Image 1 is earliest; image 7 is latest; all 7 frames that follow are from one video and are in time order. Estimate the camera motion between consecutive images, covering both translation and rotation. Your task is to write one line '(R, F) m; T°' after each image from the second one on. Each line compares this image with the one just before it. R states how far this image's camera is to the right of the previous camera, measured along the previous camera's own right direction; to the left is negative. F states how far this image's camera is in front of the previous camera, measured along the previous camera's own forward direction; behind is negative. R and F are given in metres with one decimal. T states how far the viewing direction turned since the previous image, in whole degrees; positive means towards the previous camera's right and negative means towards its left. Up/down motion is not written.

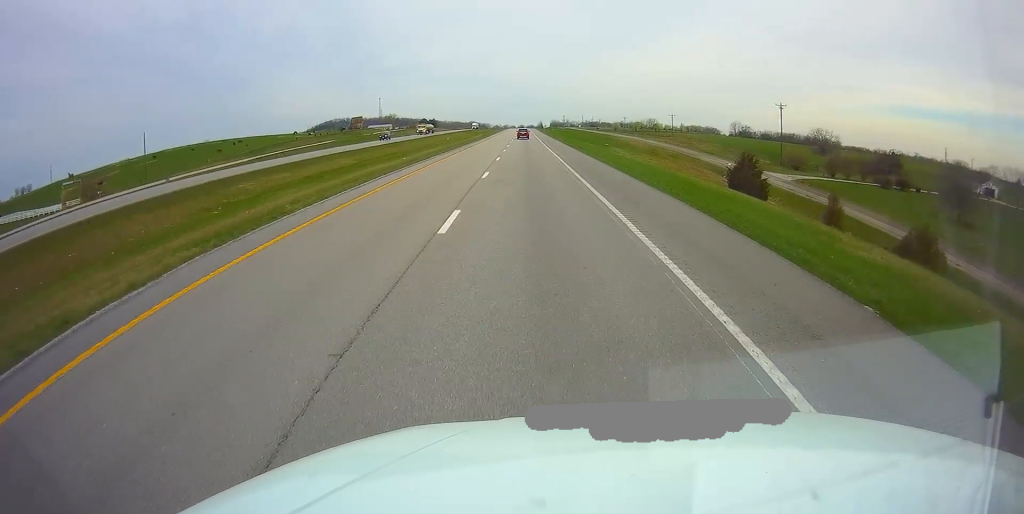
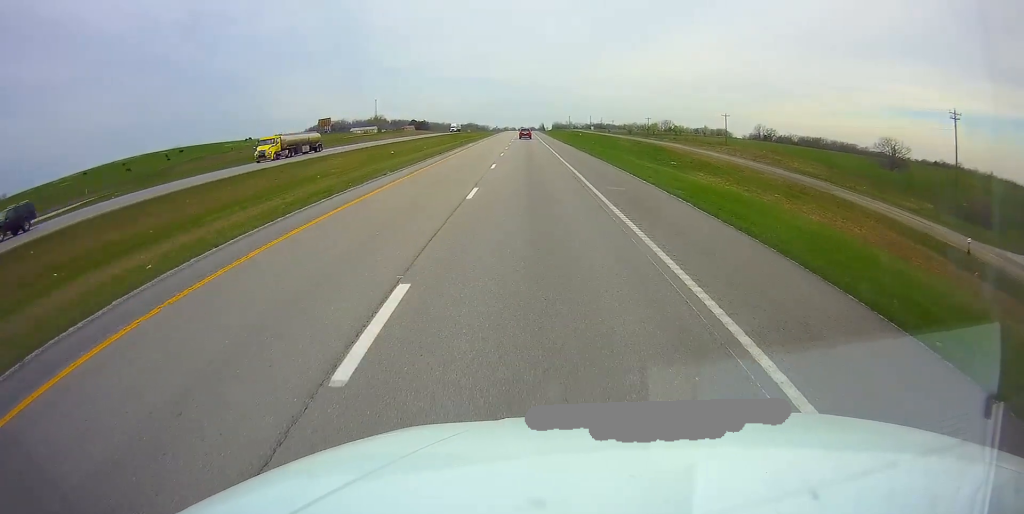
(-0.1, +55.8) m; 0°
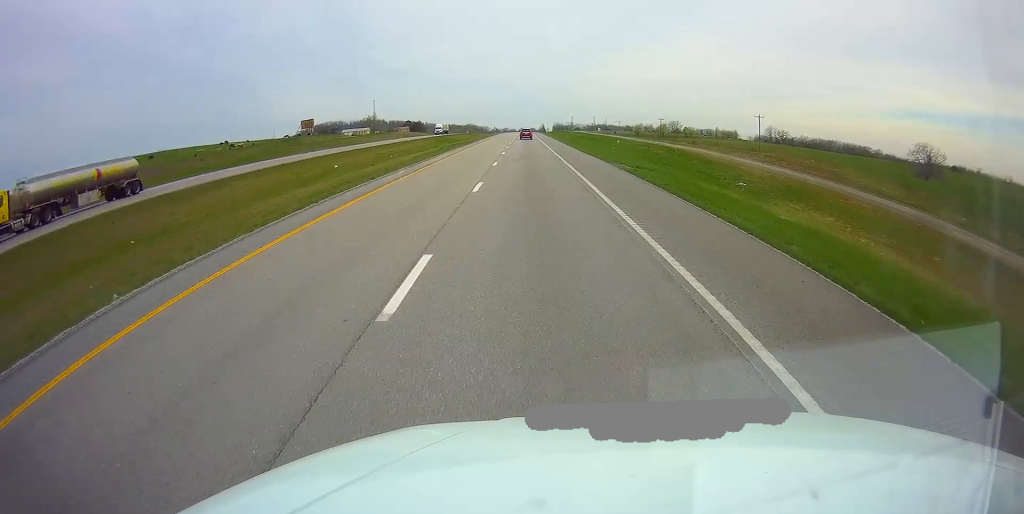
(+0.1, +22.7) m; 0°
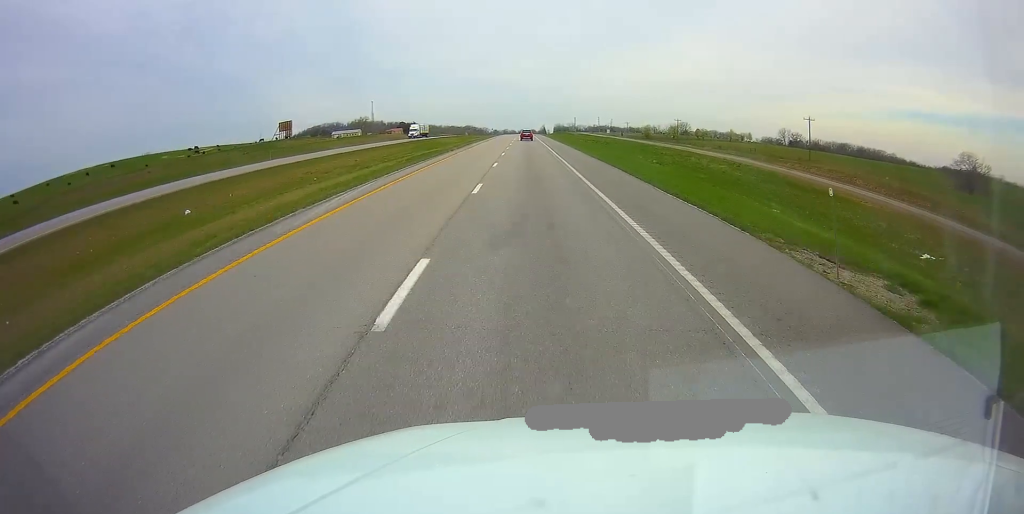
(+0.1, +24.8) m; 0°
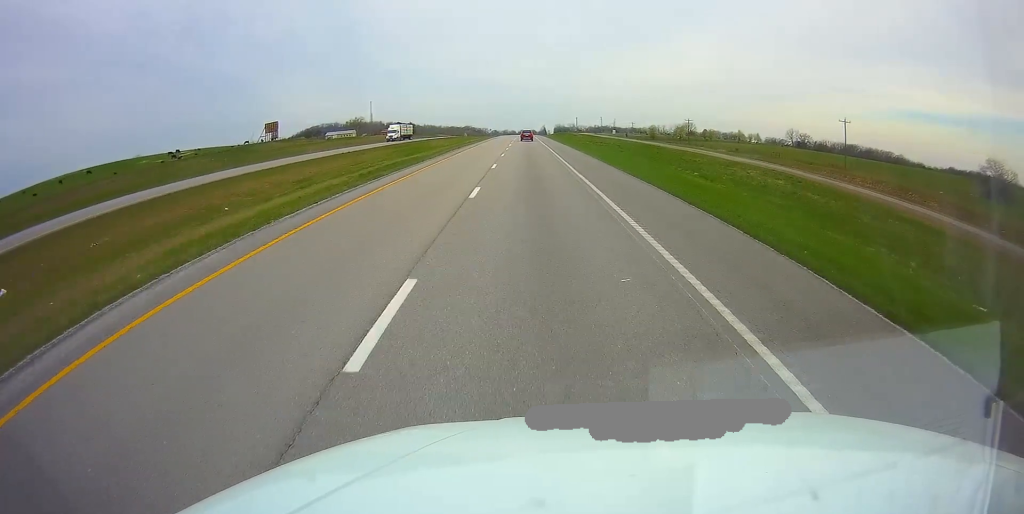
(-0.1, +13.5) m; 0°
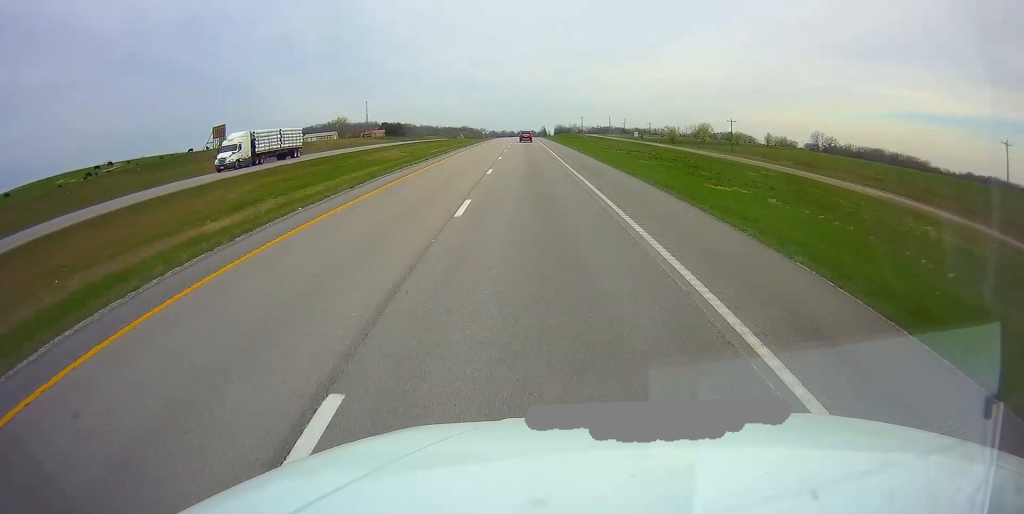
(0.0, +40.2) m; 0°
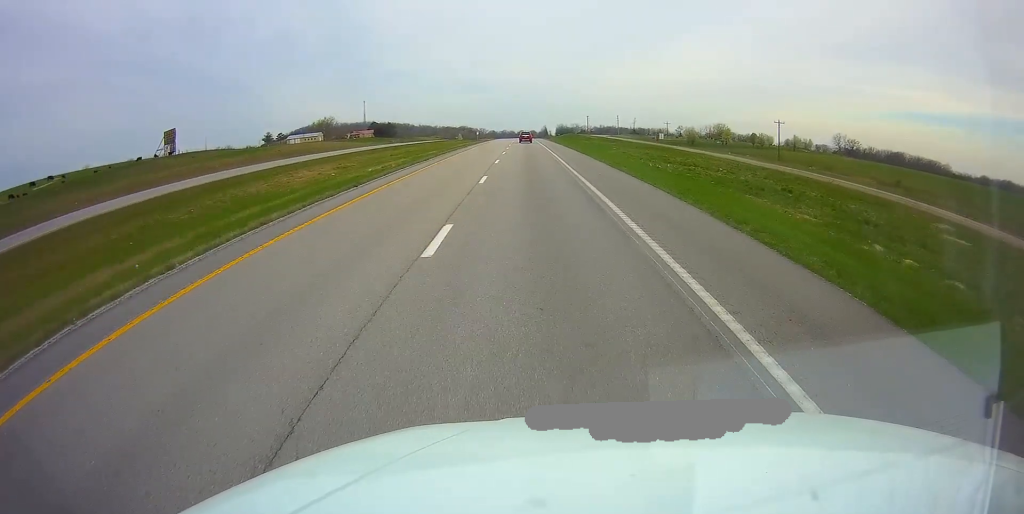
(+0.1, +28.8) m; 0°
